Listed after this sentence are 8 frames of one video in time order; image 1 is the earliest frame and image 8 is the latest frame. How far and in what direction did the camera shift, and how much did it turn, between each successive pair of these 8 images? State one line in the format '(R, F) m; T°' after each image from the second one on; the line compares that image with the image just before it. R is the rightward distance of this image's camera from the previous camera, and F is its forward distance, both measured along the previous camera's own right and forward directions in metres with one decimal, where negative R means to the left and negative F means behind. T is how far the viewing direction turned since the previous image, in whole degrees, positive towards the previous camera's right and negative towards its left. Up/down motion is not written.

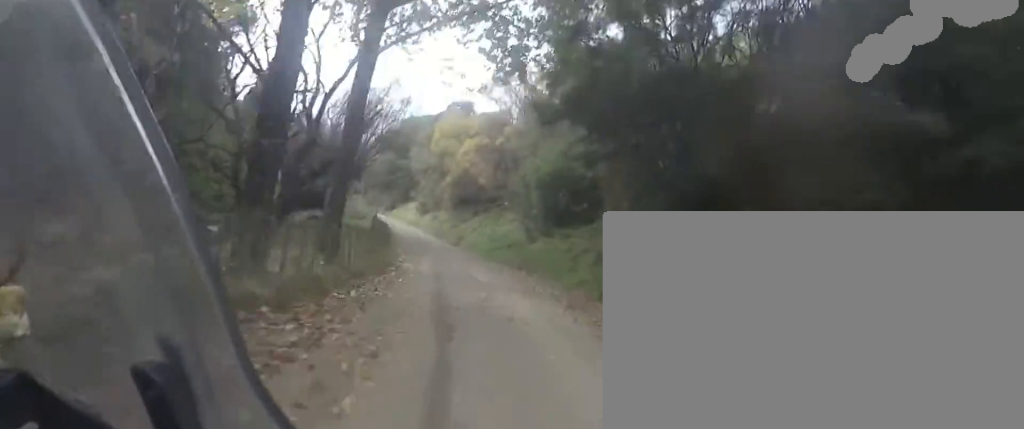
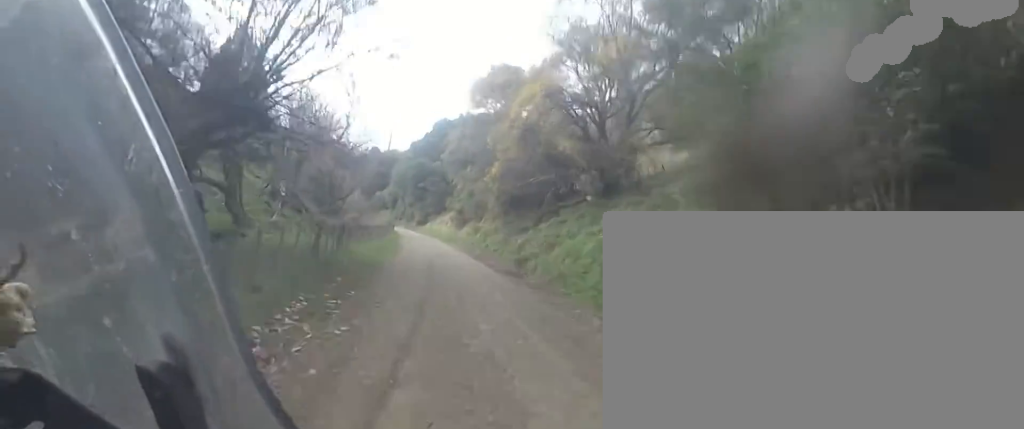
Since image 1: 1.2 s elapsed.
(-1.7, +19.5) m; -7°
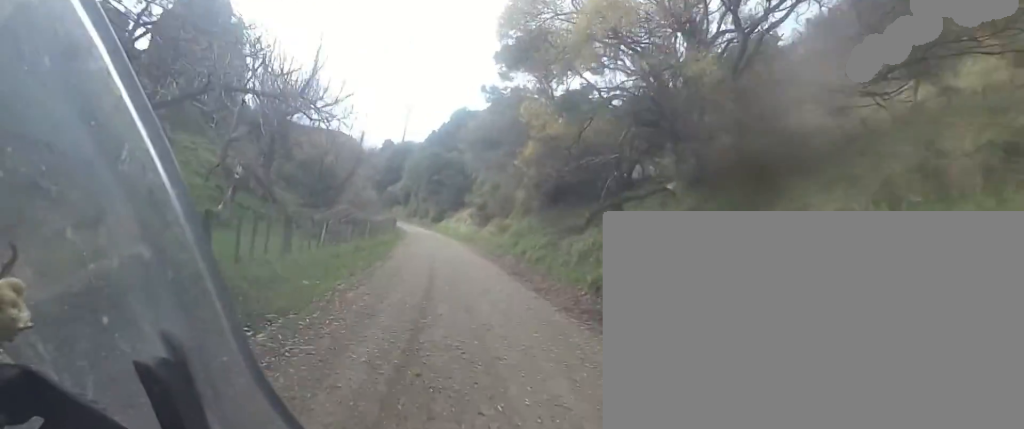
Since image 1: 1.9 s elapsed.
(0.0, +10.7) m; -1°
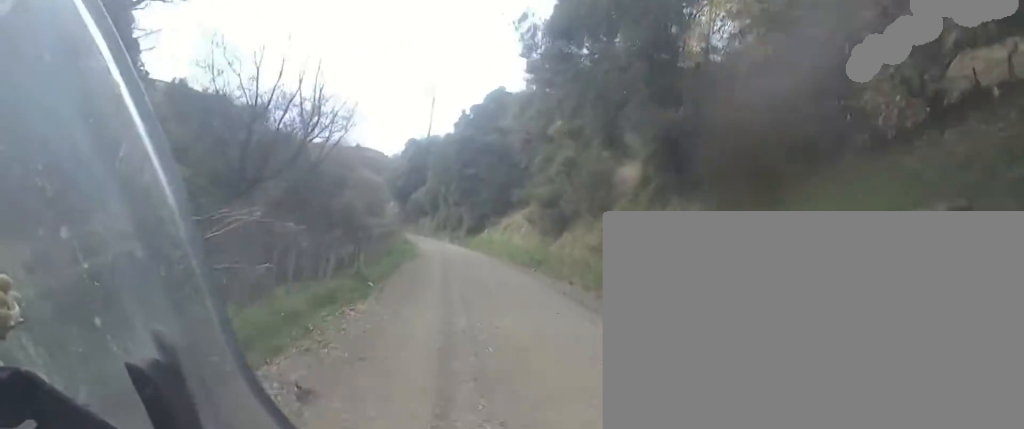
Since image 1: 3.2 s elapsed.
(-0.1, +20.6) m; -5°
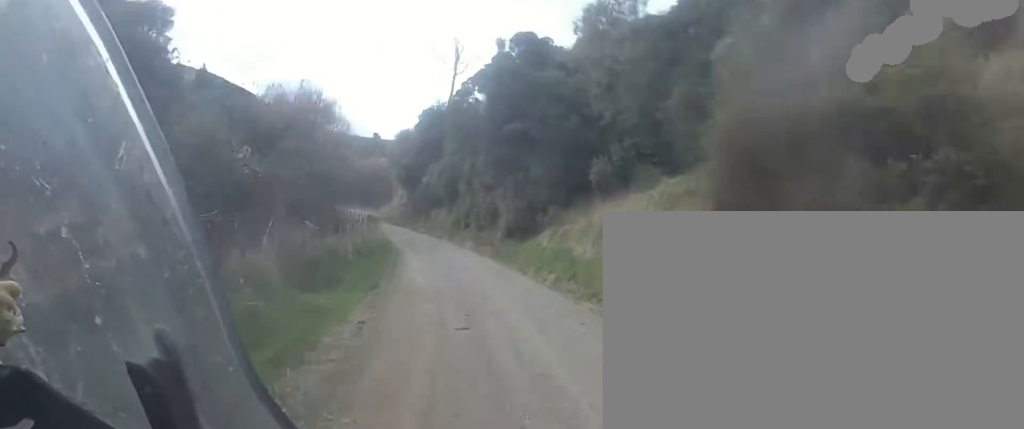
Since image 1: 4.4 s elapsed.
(-1.7, +20.2) m; -6°
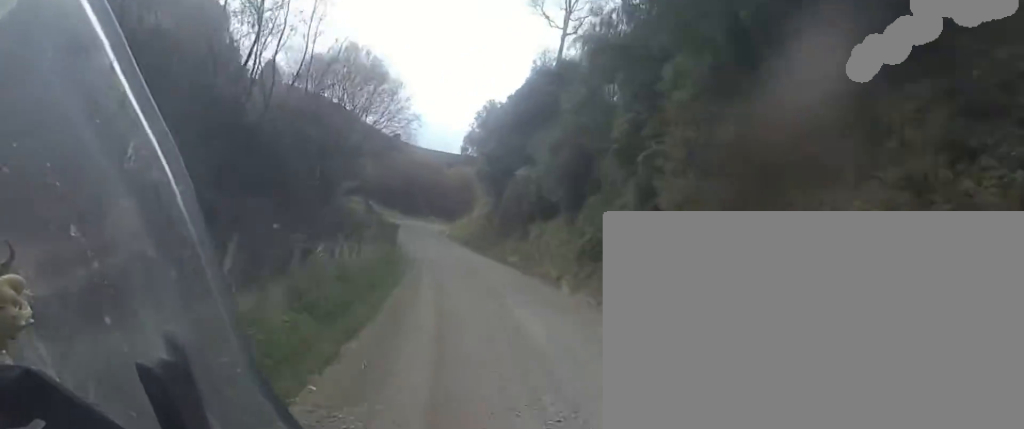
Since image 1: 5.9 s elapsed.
(0.0, +23.5) m; -3°
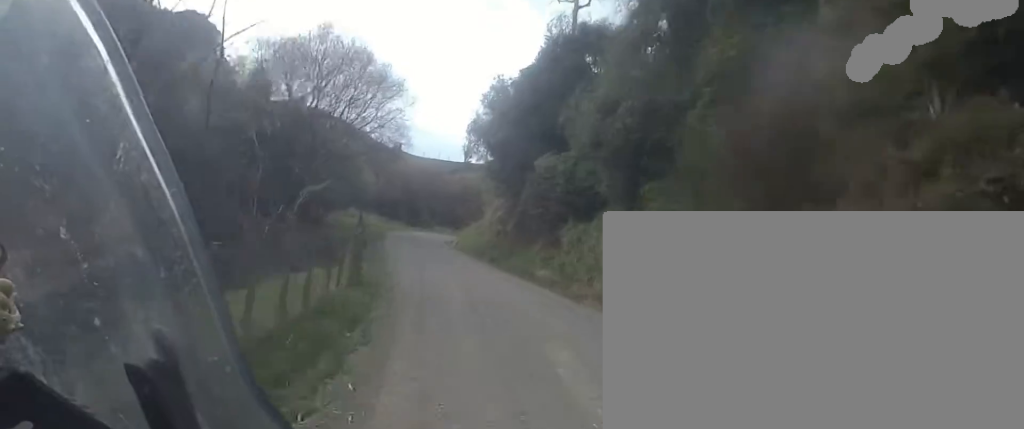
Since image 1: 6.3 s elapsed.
(+0.4, +6.8) m; -2°
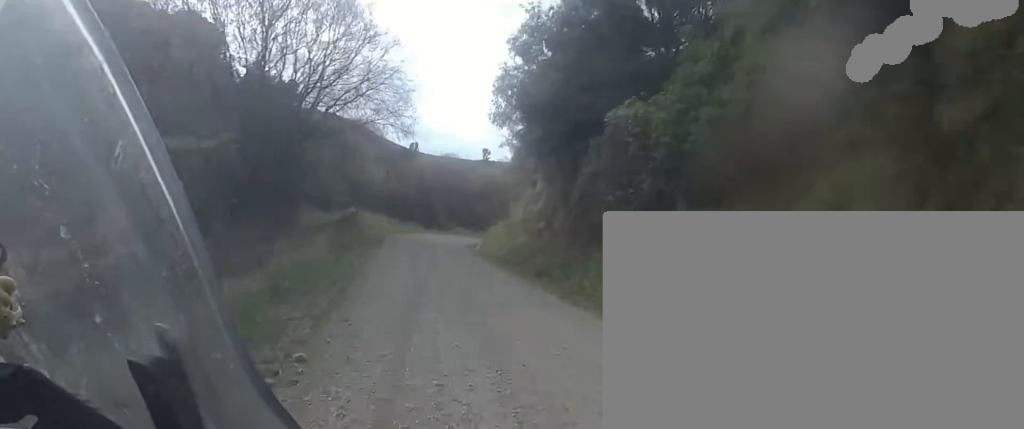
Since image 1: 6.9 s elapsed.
(-0.9, +9.1) m; 0°
